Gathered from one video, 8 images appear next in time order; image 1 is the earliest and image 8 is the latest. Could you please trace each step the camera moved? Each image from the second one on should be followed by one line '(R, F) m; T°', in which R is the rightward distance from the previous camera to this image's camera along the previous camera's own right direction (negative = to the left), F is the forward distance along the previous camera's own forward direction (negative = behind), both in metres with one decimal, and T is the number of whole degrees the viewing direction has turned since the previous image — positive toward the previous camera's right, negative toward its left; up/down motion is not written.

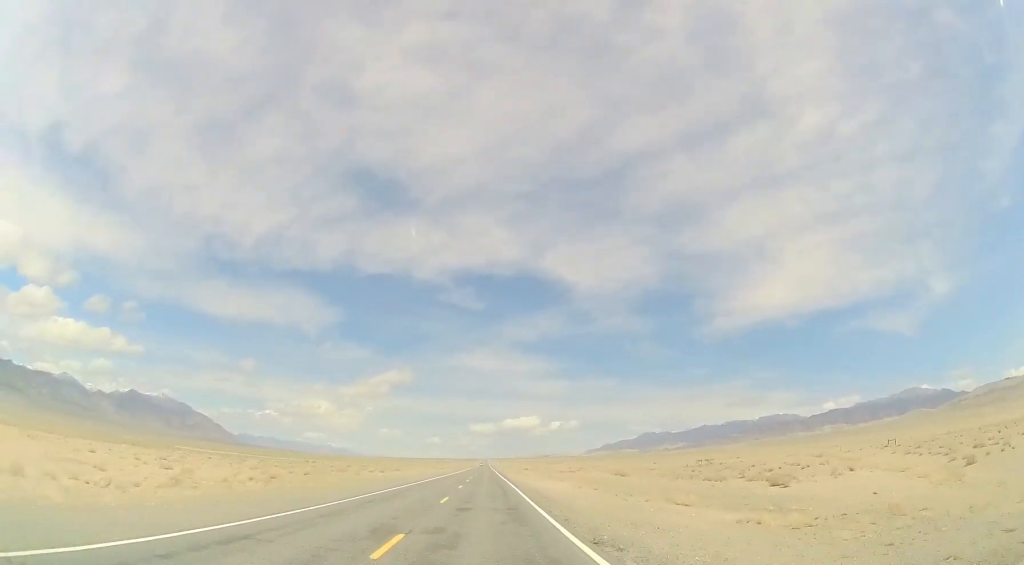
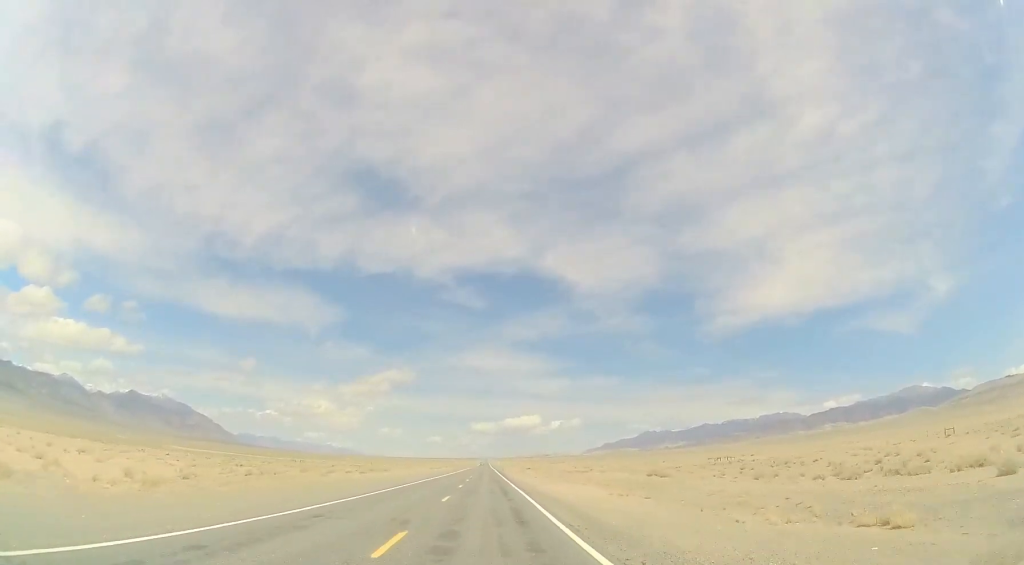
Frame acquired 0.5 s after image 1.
(+0.3, +13.5) m; 0°
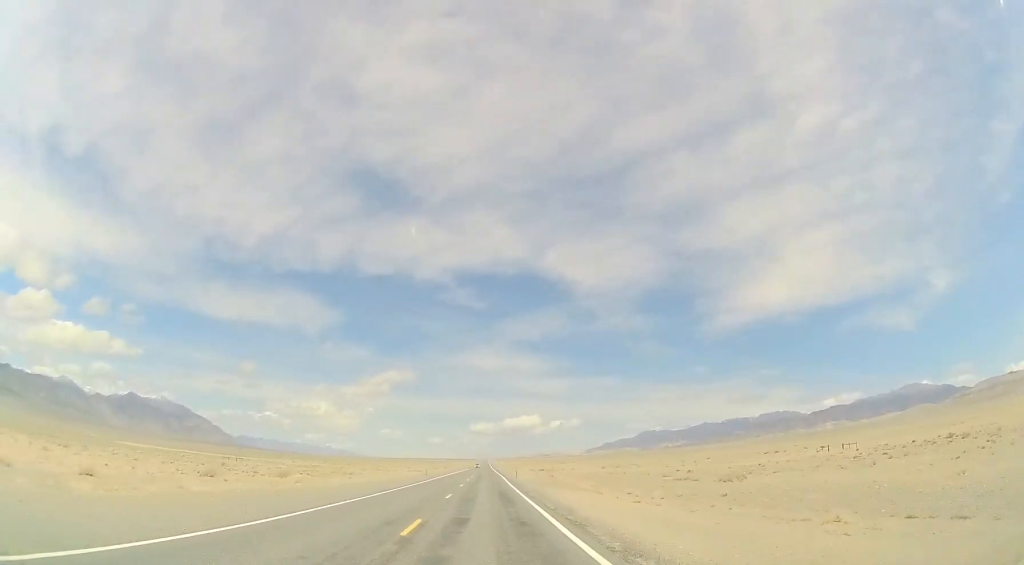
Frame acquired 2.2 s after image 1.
(-0.5, +51.2) m; -1°
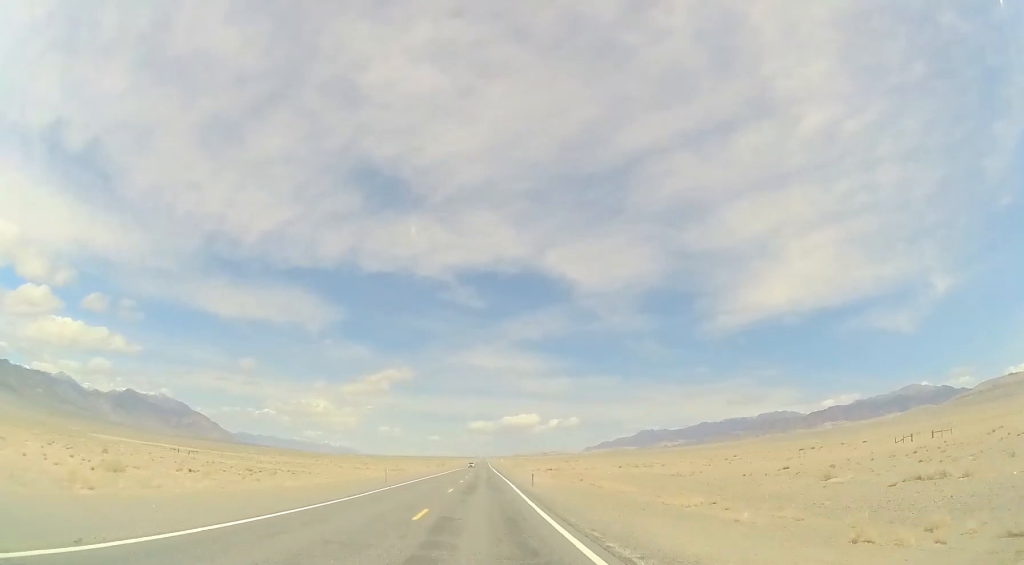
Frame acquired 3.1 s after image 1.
(+0.1, +24.2) m; 0°
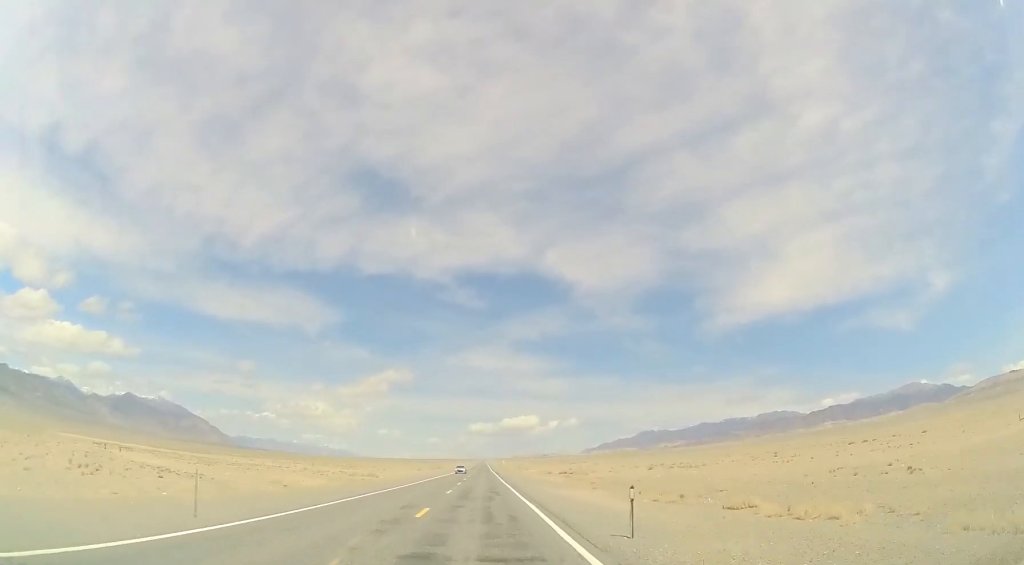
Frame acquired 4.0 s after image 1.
(0.0, +26.1) m; 0°
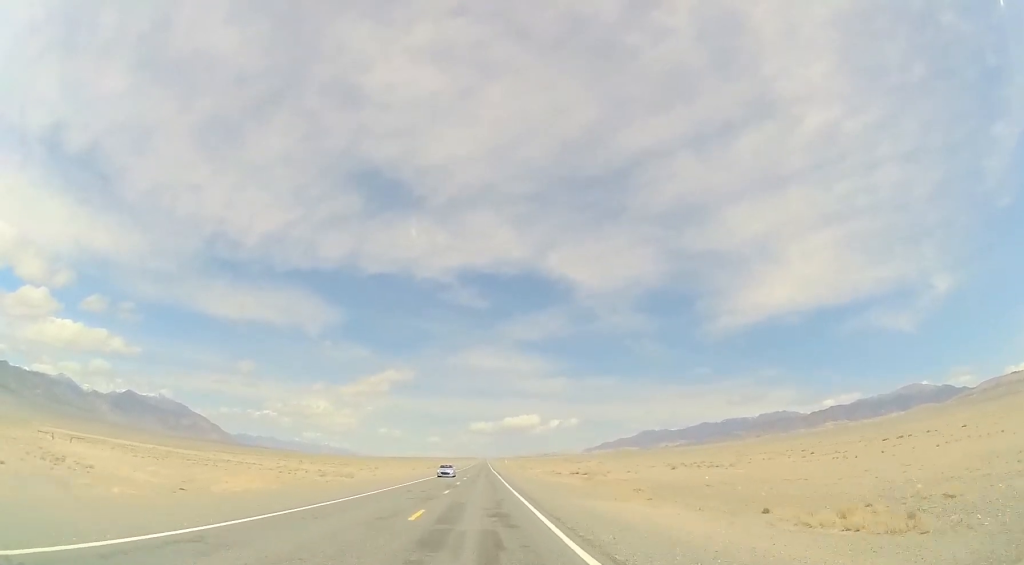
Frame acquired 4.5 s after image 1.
(+0.1, +14.5) m; 0°
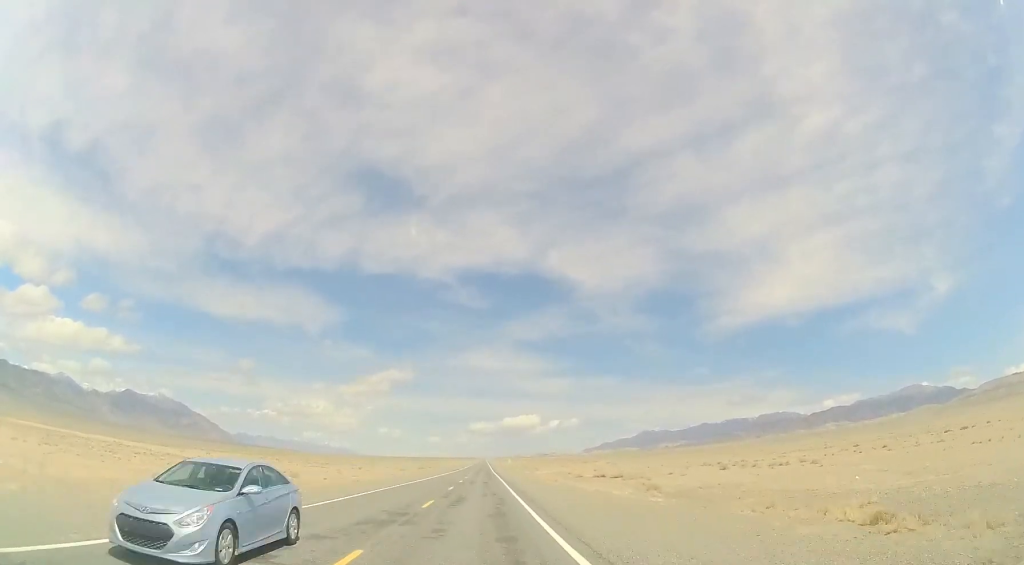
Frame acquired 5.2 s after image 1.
(0.0, +22.3) m; 0°
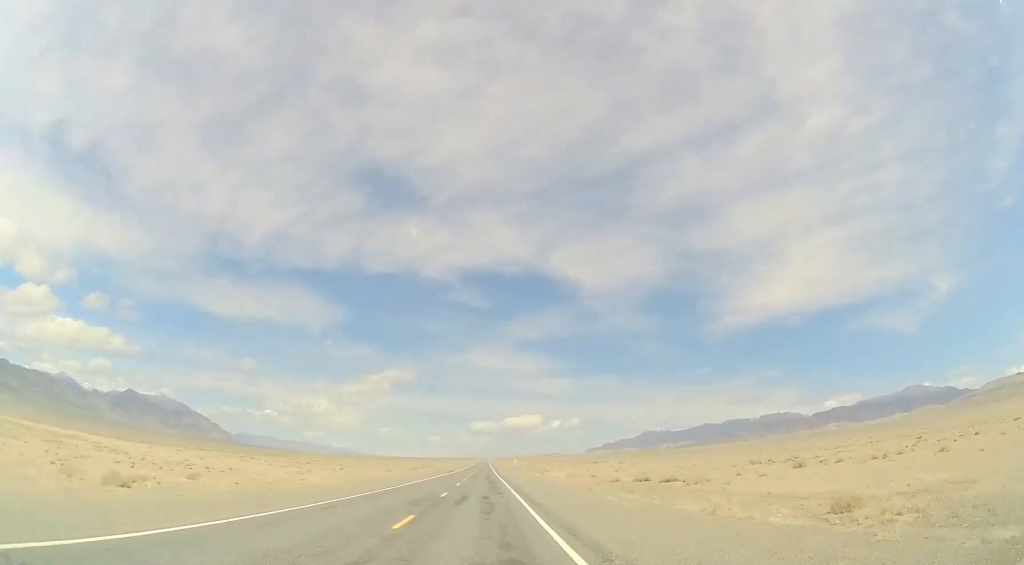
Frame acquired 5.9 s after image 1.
(-0.1, +20.4) m; 0°
